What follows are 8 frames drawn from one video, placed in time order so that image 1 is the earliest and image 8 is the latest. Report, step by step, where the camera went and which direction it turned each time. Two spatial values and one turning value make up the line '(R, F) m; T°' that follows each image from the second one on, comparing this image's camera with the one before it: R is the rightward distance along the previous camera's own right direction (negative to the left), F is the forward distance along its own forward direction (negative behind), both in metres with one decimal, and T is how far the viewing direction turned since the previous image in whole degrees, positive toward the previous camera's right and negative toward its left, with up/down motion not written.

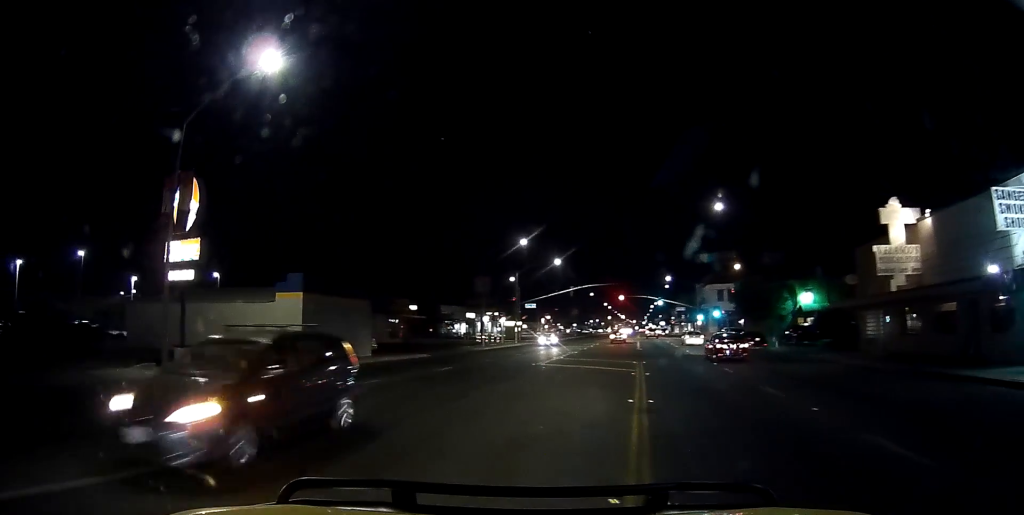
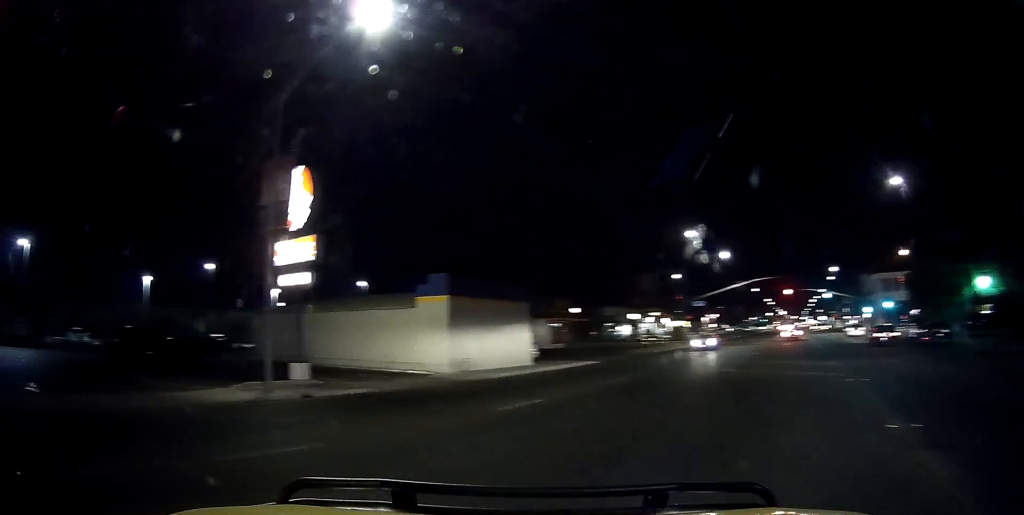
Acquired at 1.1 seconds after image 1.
(-1.4, +4.7) m; -24°
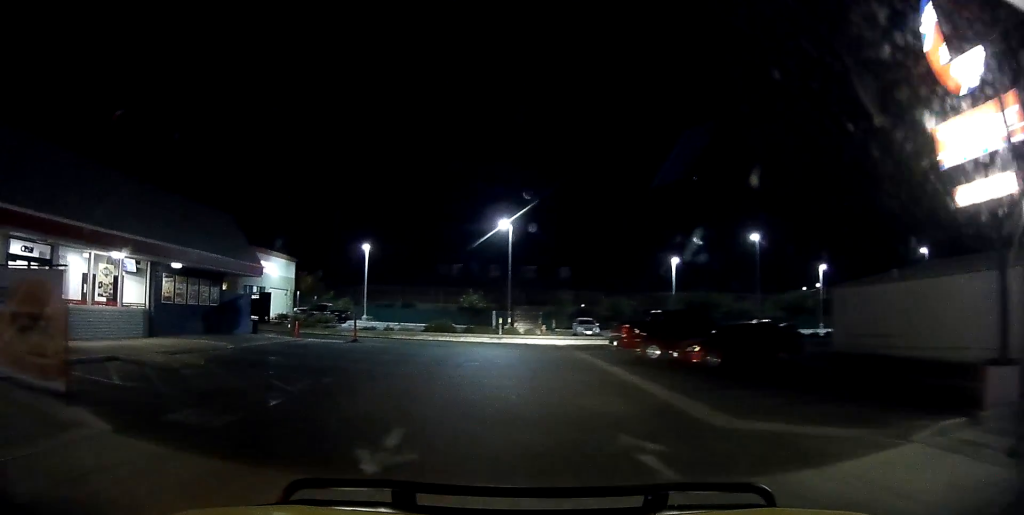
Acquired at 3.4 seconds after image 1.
(-1.7, +9.3) m; -15°
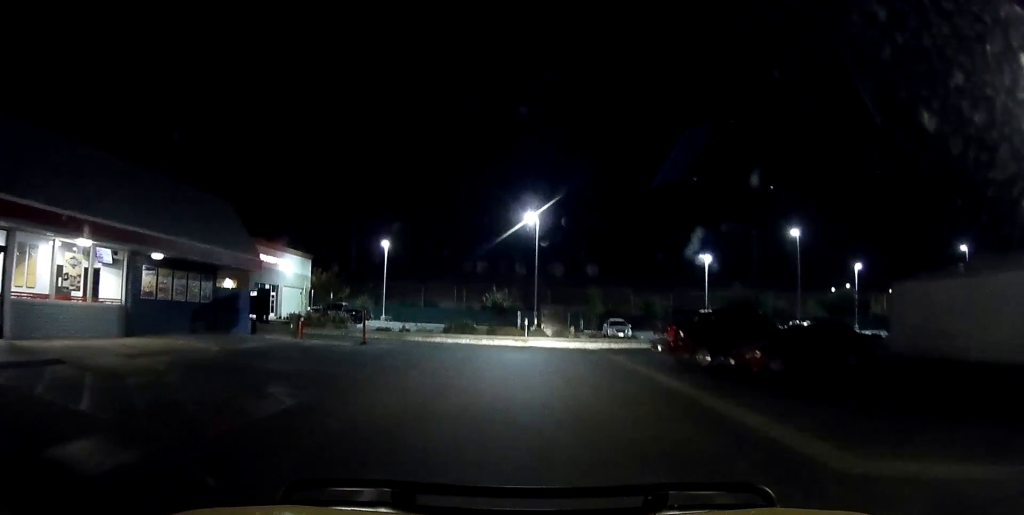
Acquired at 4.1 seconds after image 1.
(0.0, +1.9) m; -1°
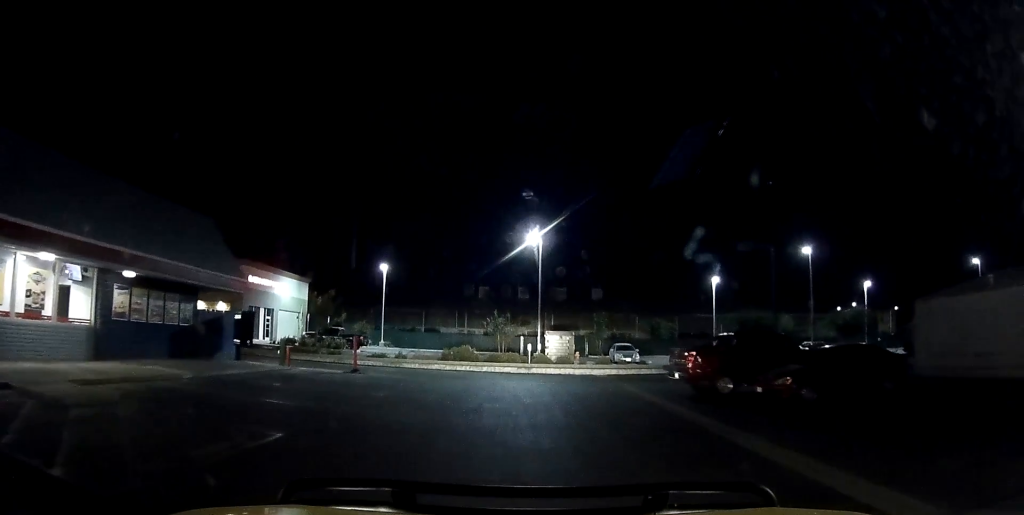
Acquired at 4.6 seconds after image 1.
(0.0, +1.1) m; 0°
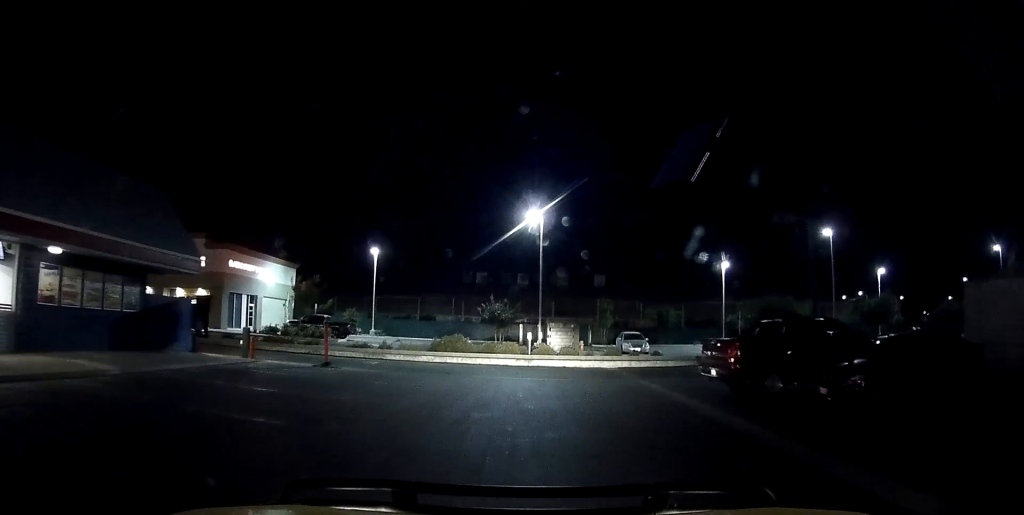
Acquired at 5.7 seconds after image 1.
(-0.2, +1.5) m; 0°
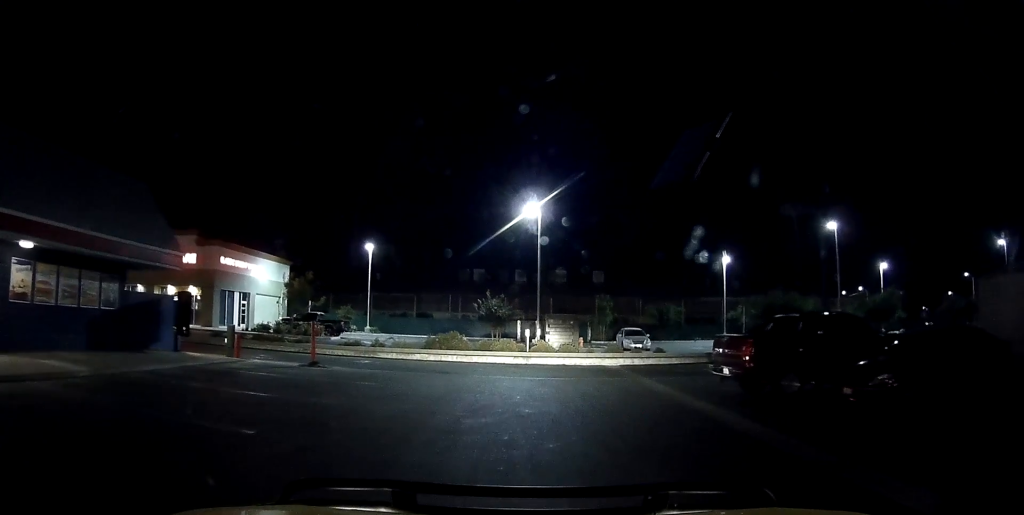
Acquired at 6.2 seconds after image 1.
(-0.1, +0.3) m; 0°
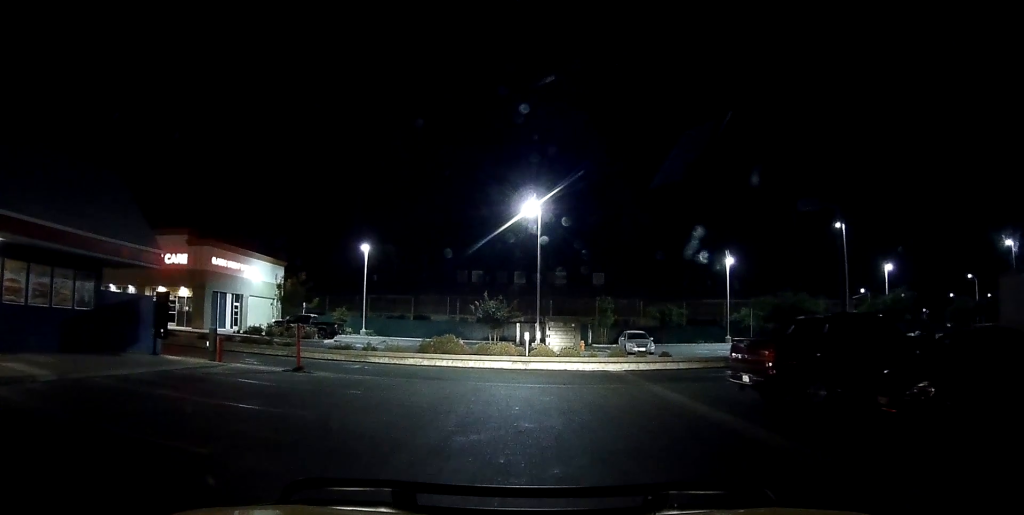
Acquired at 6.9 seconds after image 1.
(+0.1, +0.8) m; +7°
